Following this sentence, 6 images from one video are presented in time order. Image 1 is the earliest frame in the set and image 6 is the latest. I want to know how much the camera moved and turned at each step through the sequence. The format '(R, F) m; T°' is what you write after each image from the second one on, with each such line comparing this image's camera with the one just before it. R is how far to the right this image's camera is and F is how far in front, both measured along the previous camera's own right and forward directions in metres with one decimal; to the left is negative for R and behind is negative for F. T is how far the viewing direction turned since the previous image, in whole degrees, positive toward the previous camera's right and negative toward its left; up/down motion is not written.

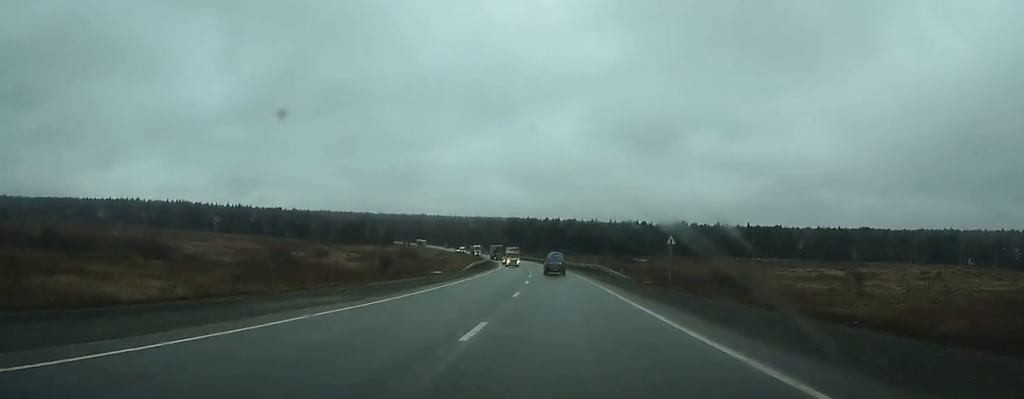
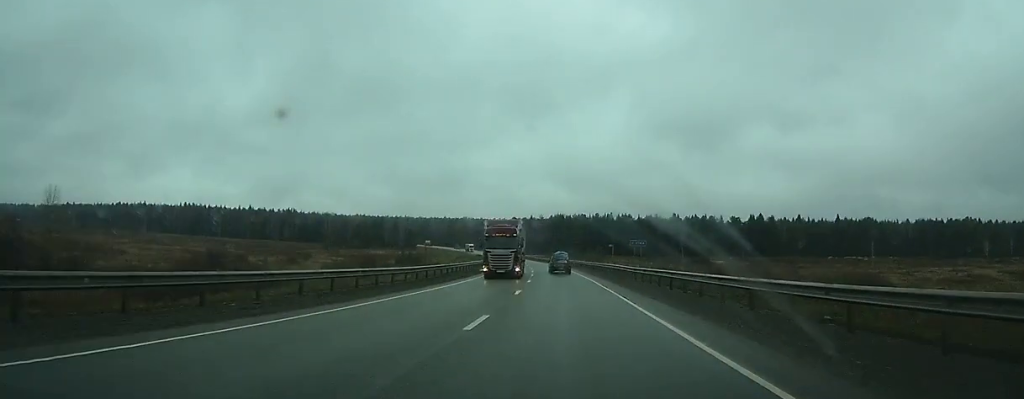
(-3.7, +70.4) m; -5°
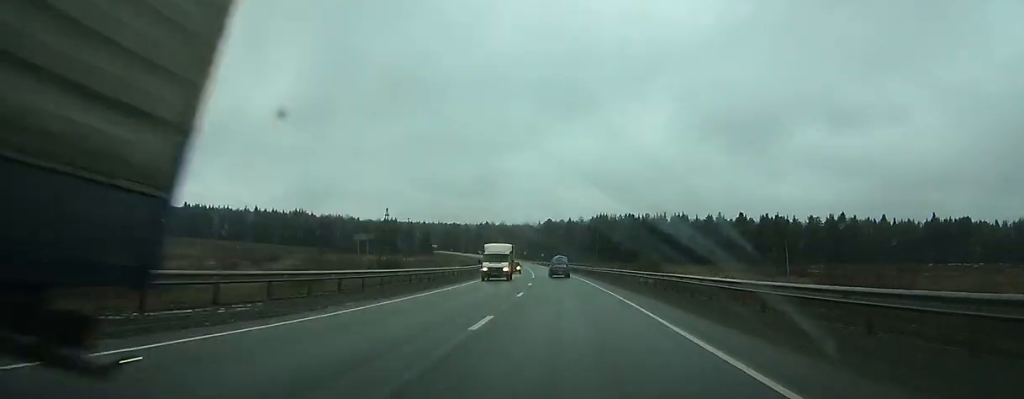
(-1.9, +59.5) m; -4°
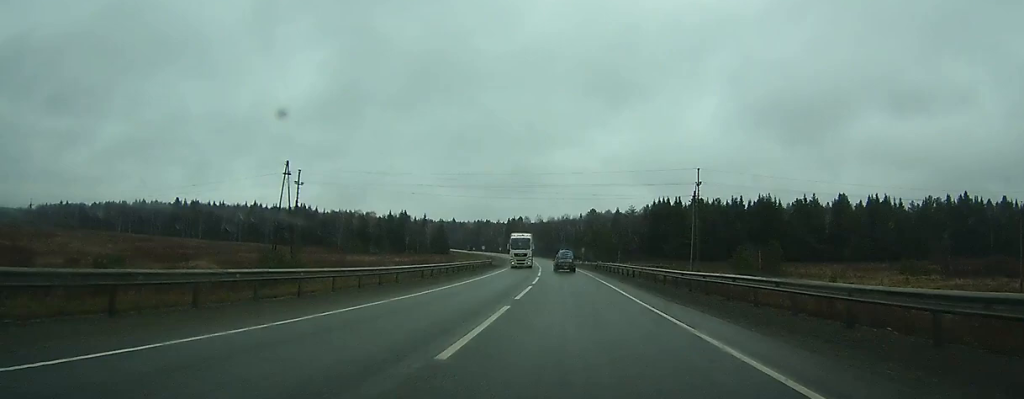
(-2.1, +67.1) m; -4°
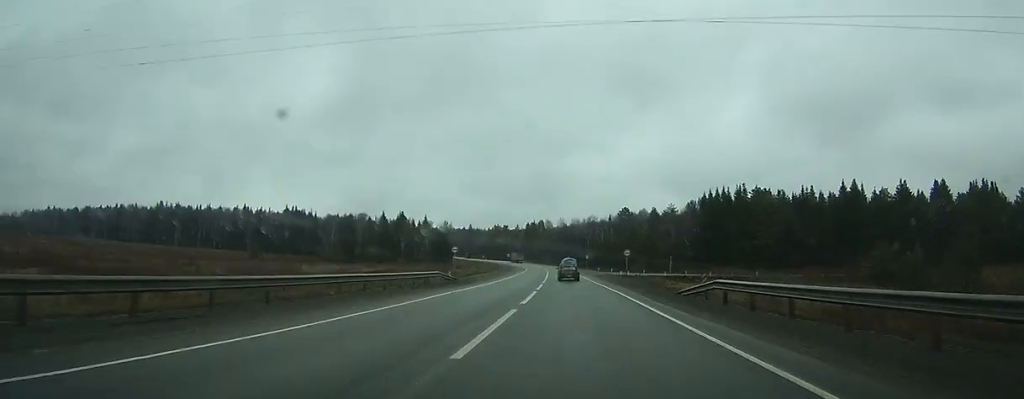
(-1.1, +47.7) m; -2°
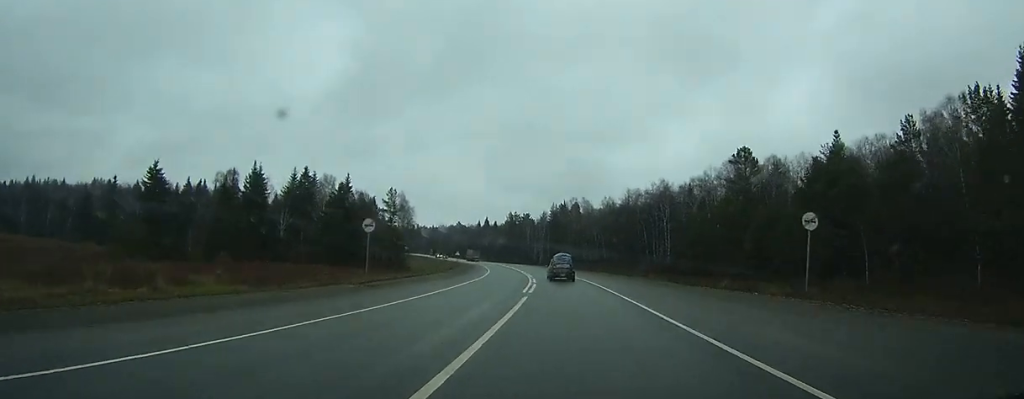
(-5.0, +125.2) m; -5°
